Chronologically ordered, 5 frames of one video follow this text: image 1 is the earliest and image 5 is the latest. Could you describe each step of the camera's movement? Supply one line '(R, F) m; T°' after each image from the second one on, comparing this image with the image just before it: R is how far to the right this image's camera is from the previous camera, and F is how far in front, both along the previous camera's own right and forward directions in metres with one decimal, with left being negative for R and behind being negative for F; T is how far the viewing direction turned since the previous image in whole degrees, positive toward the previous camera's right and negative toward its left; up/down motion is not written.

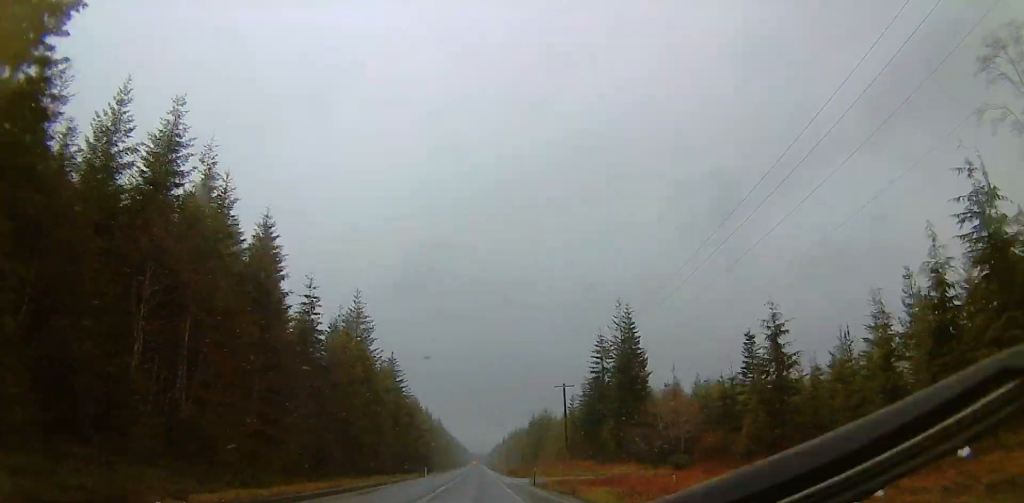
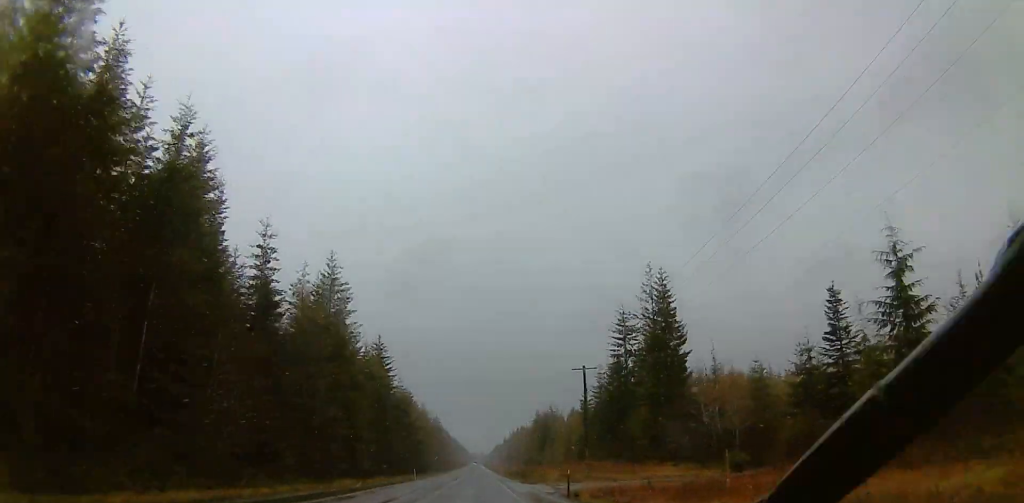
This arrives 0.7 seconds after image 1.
(-0.2, +15.9) m; -1°
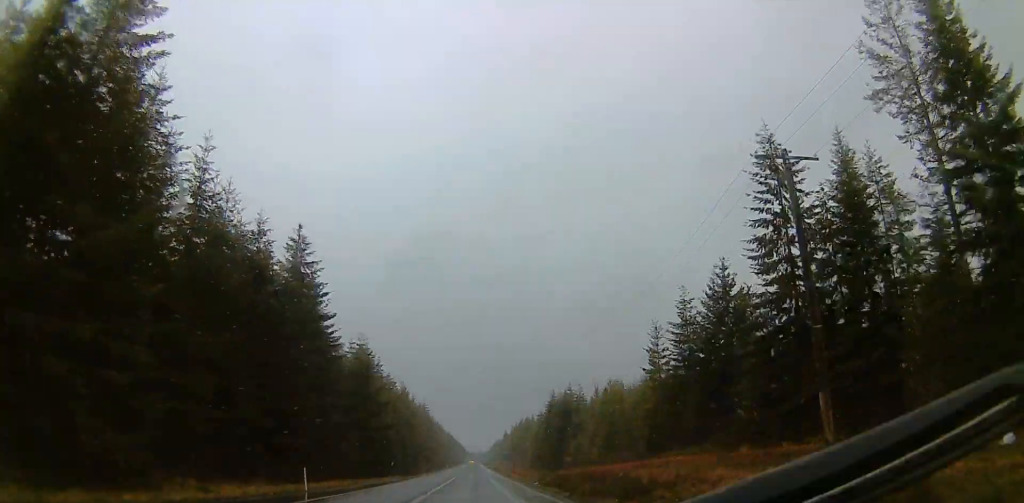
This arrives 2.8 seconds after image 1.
(+0.3, +49.3) m; +2°
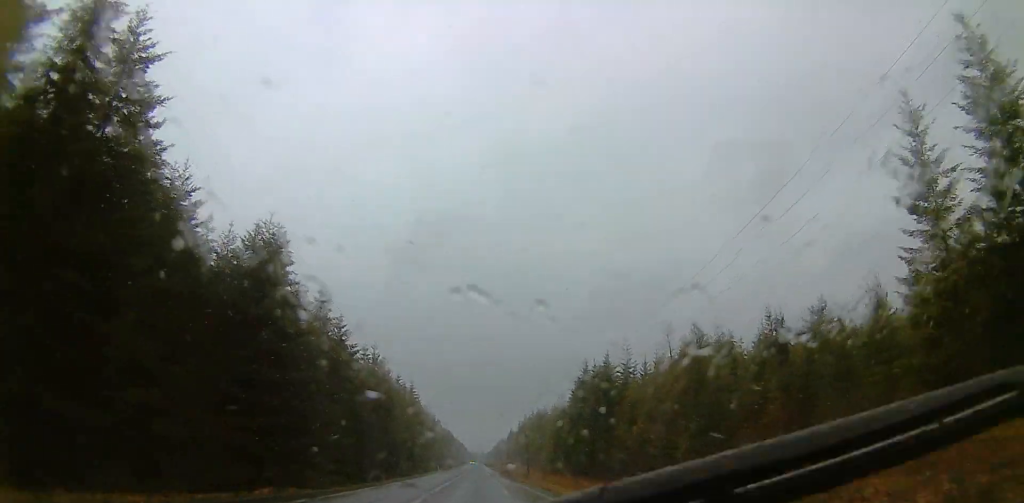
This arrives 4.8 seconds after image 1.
(+0.7, +47.4) m; +1°
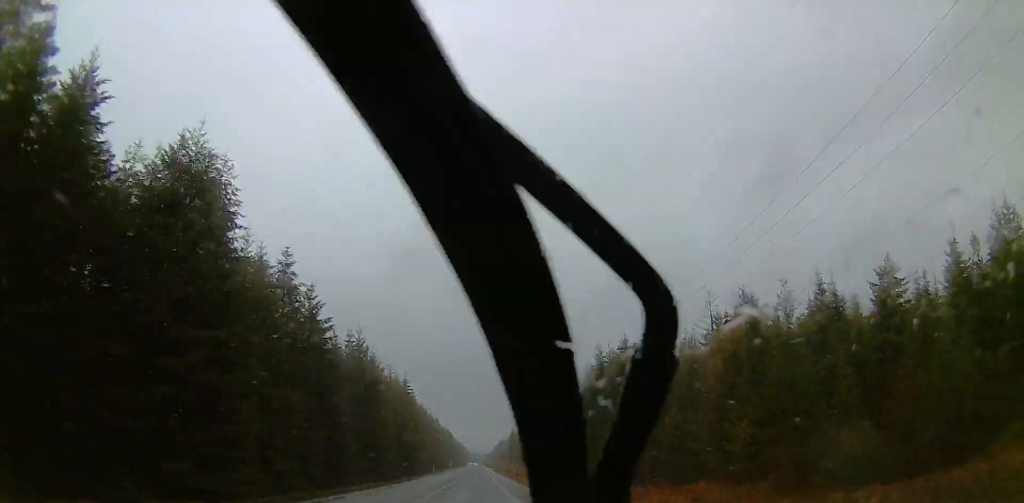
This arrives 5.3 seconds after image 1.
(0.0, +15.4) m; 0°
